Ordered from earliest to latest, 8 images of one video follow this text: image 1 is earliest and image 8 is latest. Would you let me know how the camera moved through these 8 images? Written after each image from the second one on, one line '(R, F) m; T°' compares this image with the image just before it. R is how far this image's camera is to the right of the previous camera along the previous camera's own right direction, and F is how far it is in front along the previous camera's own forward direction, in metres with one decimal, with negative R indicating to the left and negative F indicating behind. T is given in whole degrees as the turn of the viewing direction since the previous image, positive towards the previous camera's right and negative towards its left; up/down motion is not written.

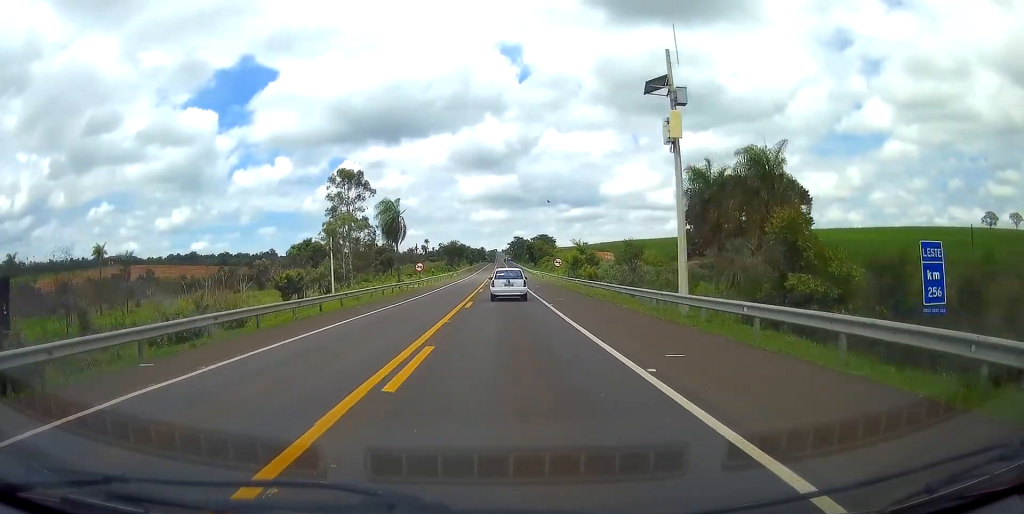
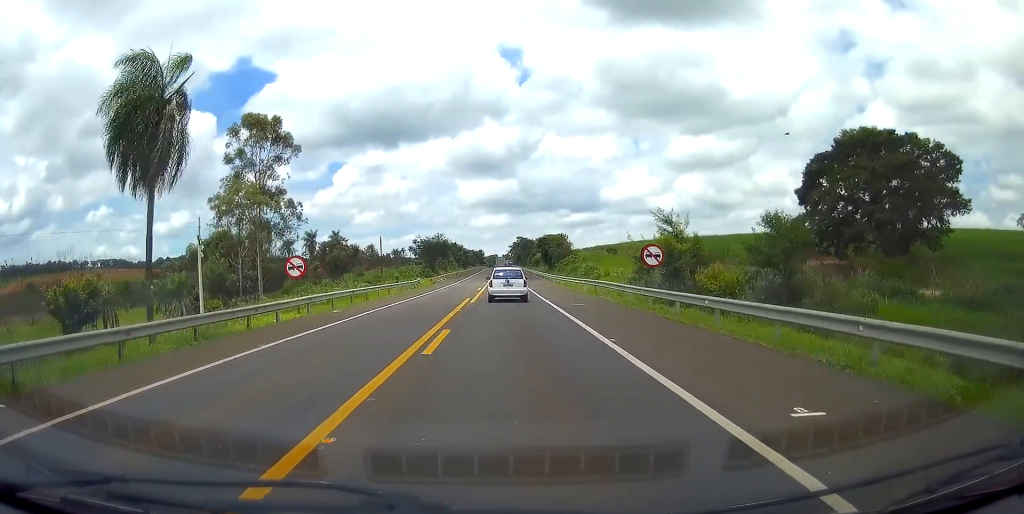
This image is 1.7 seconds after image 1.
(-0.4, +43.8) m; 0°
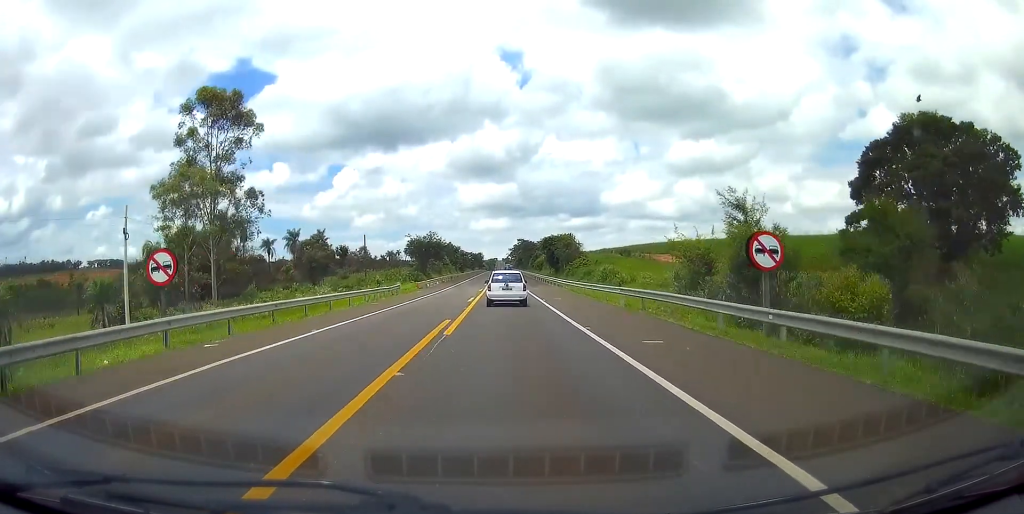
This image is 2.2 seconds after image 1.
(+0.1, +12.0) m; 0°
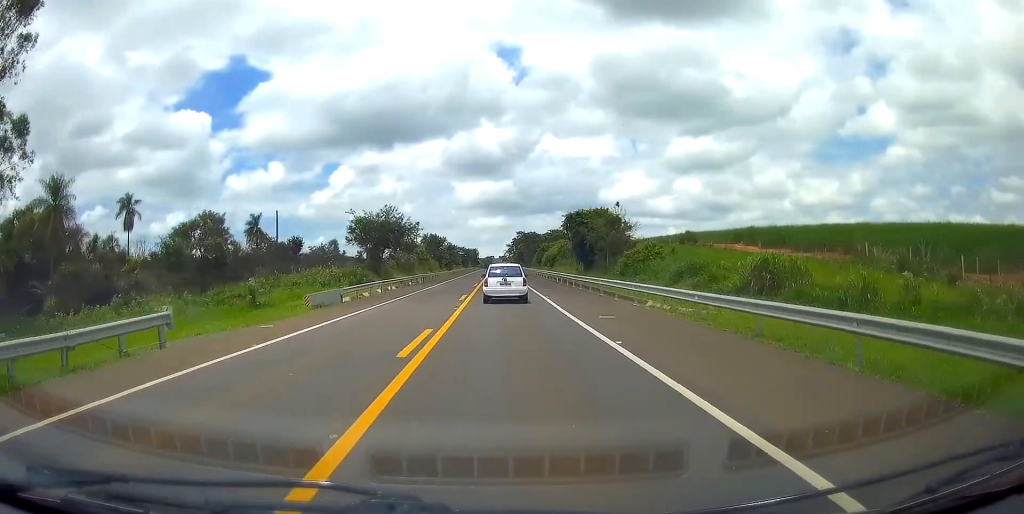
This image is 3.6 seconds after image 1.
(-0.2, +35.5) m; +1°
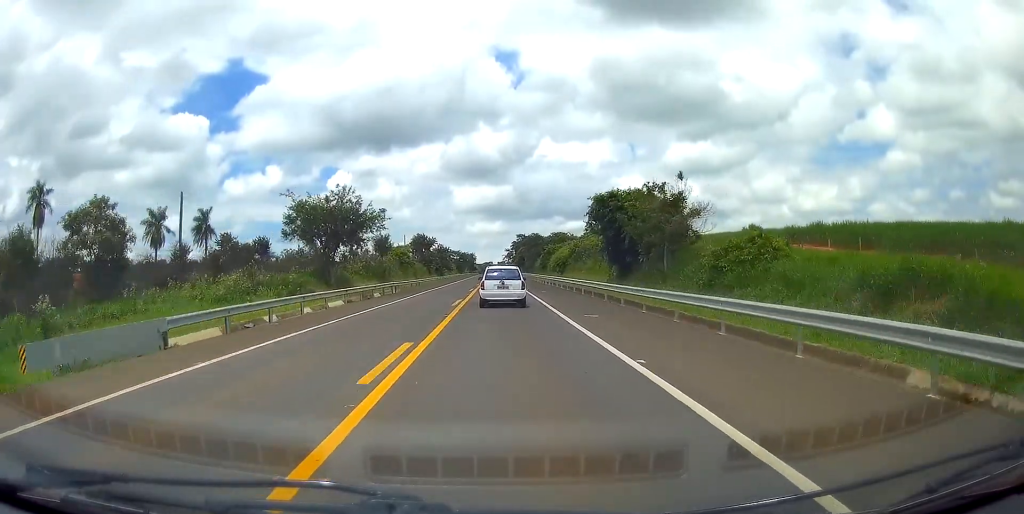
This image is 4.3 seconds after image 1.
(+0.3, +18.5) m; 0°
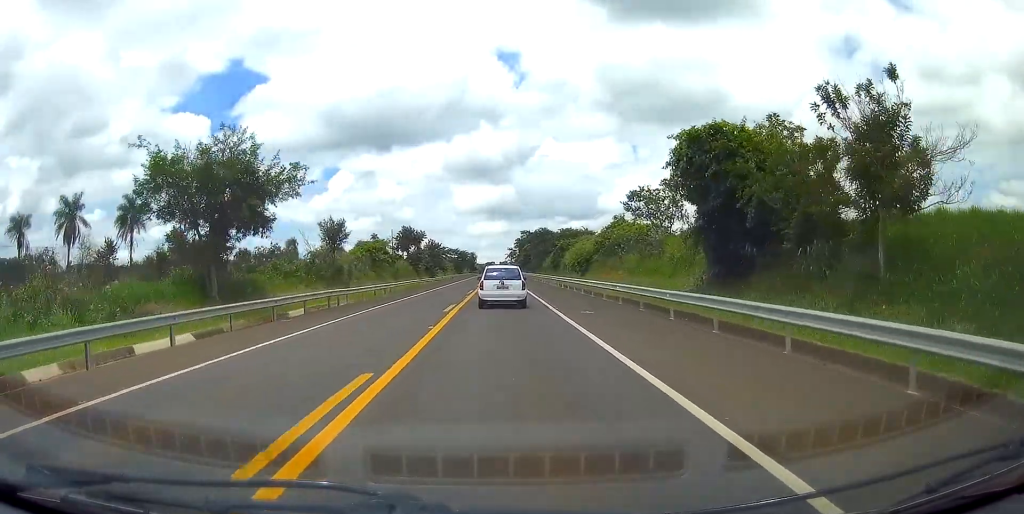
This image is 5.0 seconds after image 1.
(+0.1, +20.1) m; 0°
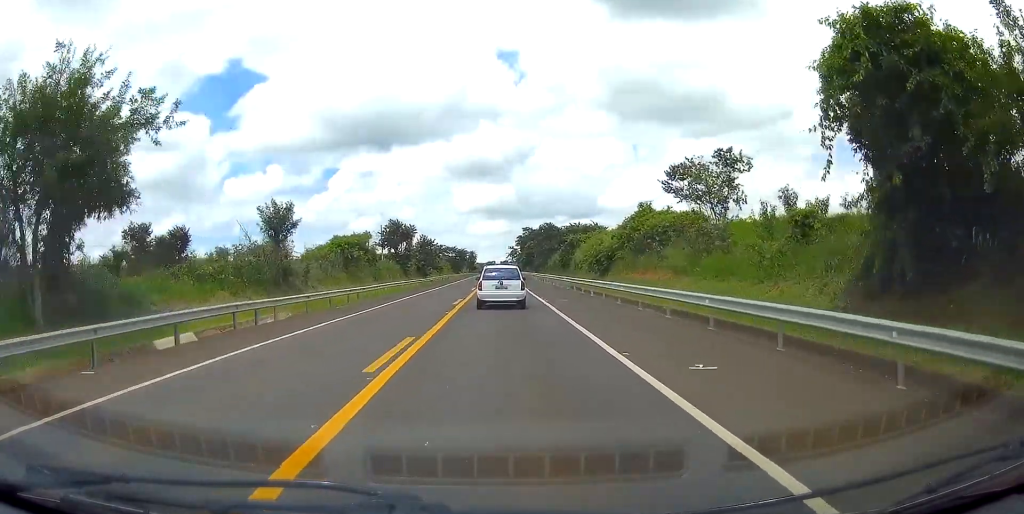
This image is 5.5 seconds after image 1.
(-0.2, +12.1) m; -1°
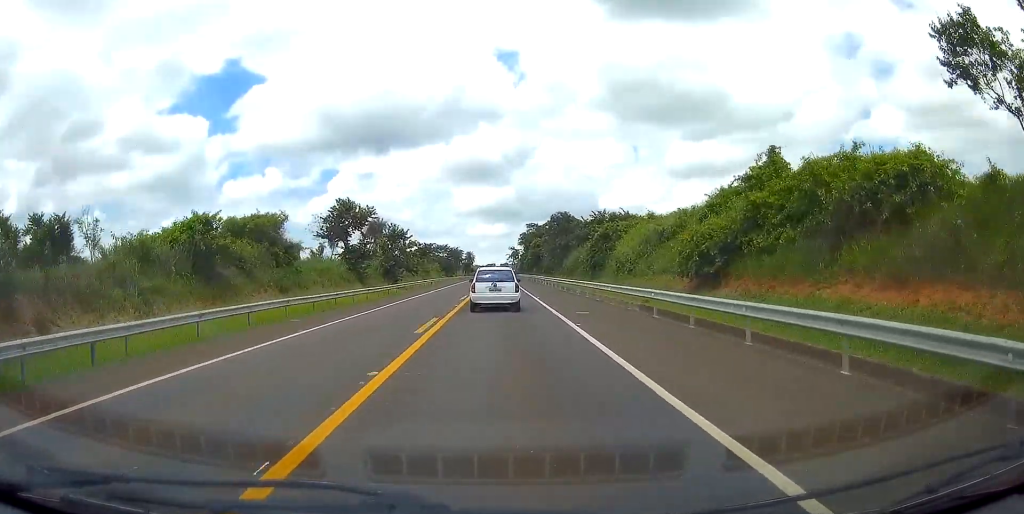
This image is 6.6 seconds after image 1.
(-0.2, +27.6) m; 0°
